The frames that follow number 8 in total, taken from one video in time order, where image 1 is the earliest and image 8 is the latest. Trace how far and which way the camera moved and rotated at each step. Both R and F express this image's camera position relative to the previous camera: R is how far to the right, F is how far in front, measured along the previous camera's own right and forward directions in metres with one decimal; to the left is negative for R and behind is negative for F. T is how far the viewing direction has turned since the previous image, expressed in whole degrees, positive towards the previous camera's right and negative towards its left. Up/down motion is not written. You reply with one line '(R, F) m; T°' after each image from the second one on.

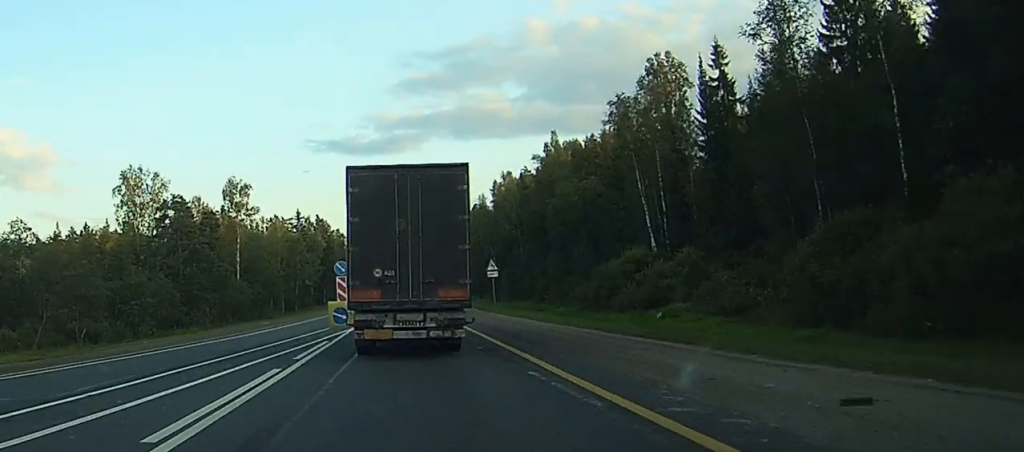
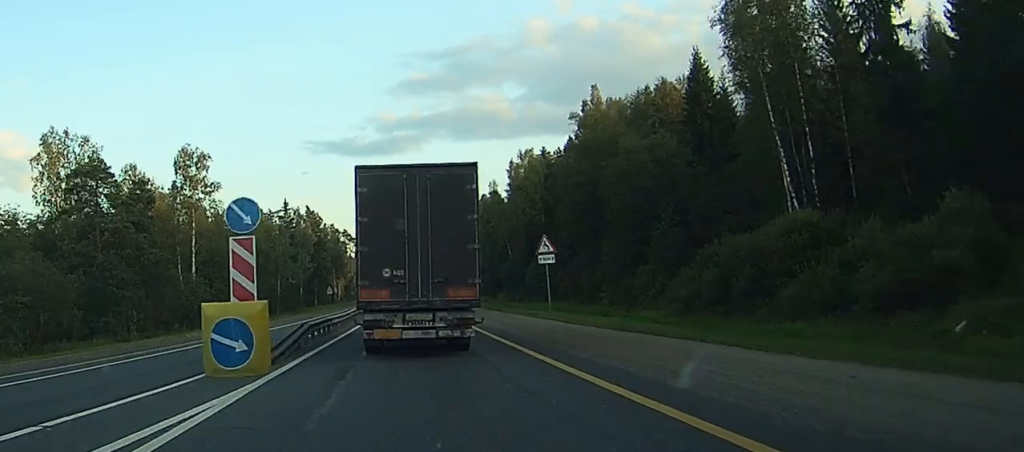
(0.0, +25.8) m; 0°
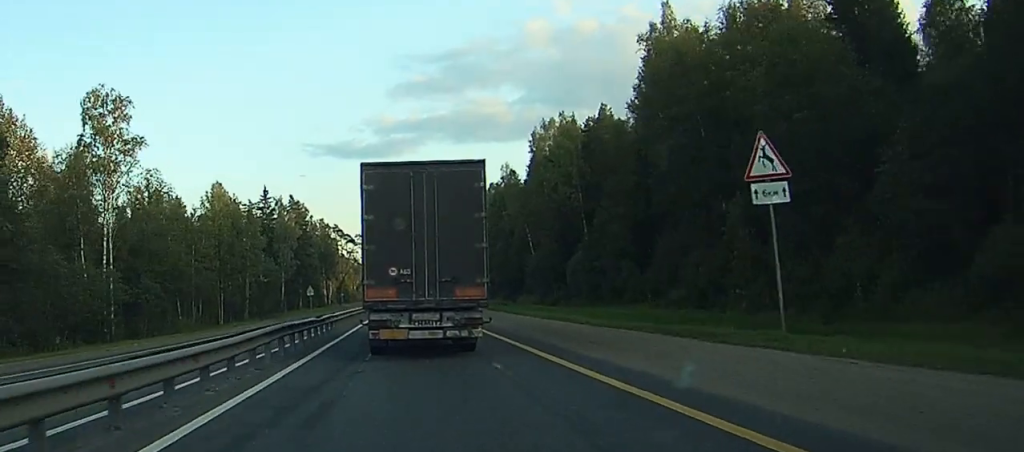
(+0.1, +23.8) m; 0°
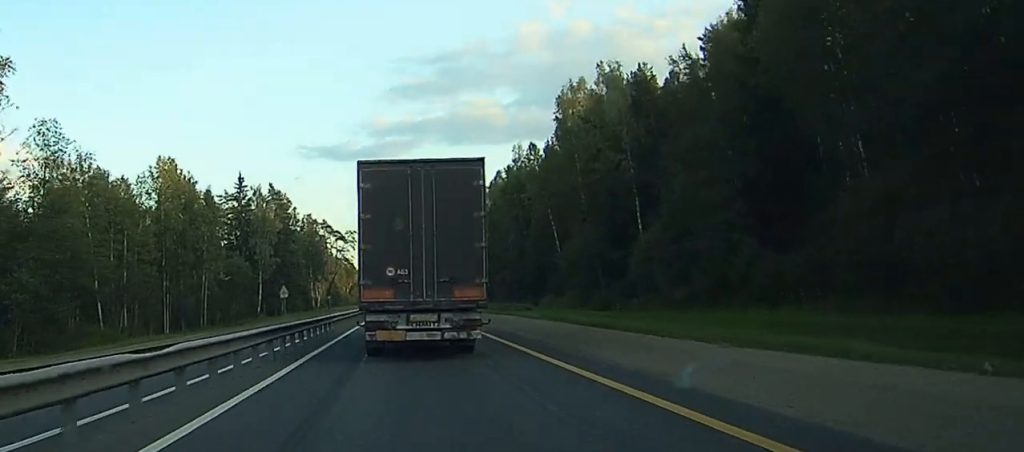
(0.0, +18.1) m; 0°
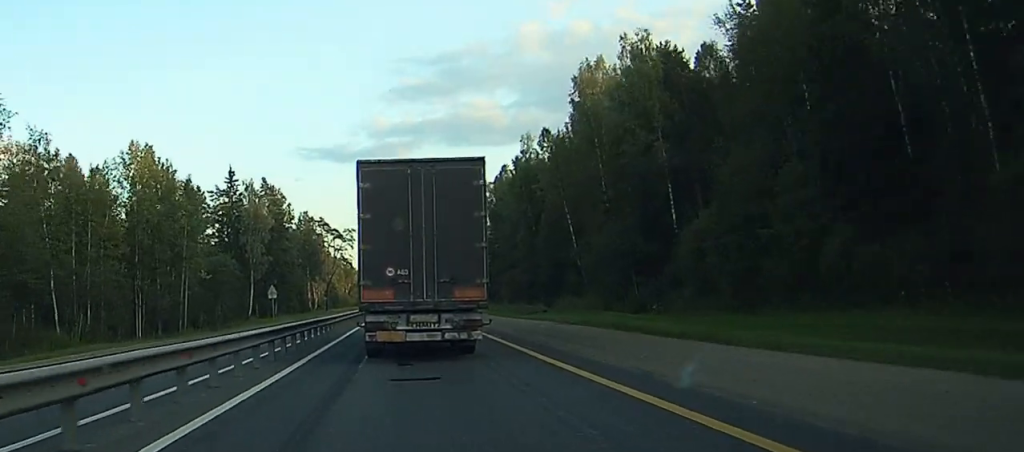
(0.0, +7.3) m; 0°
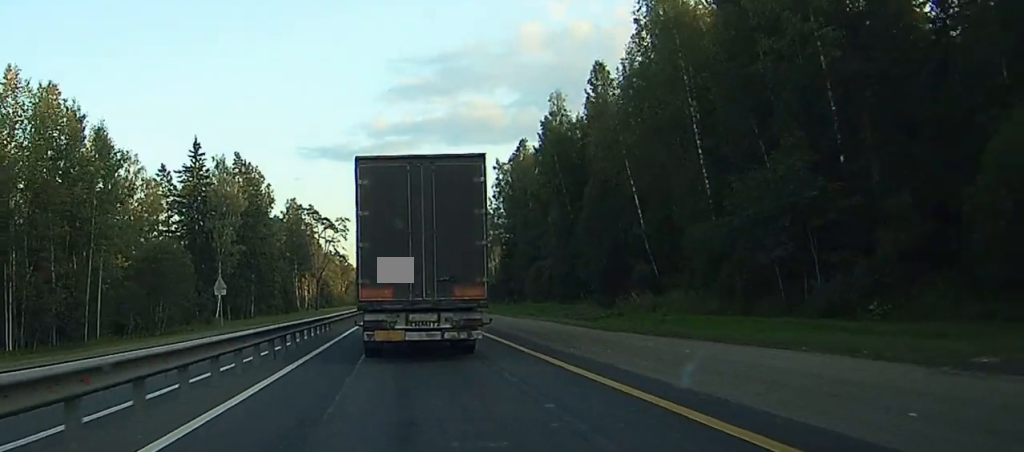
(+0.1, +24.0) m; 0°
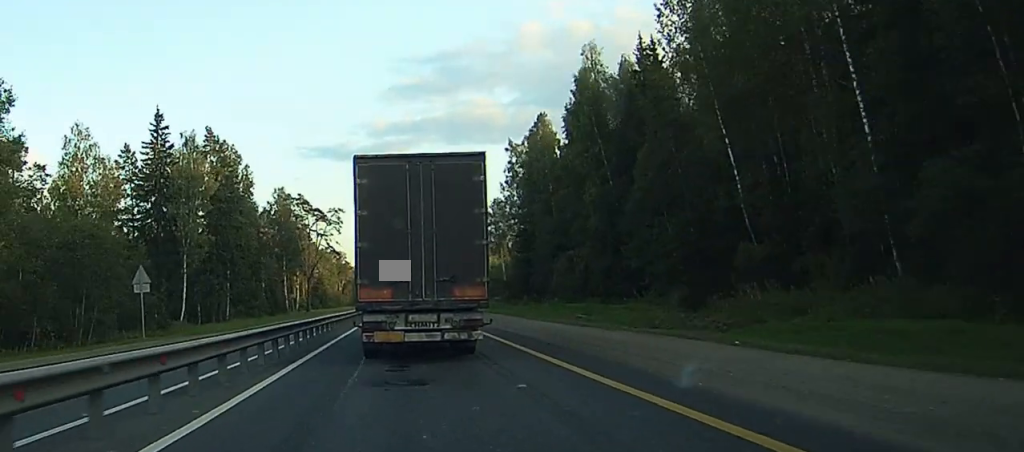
(+0.1, +22.2) m; +1°
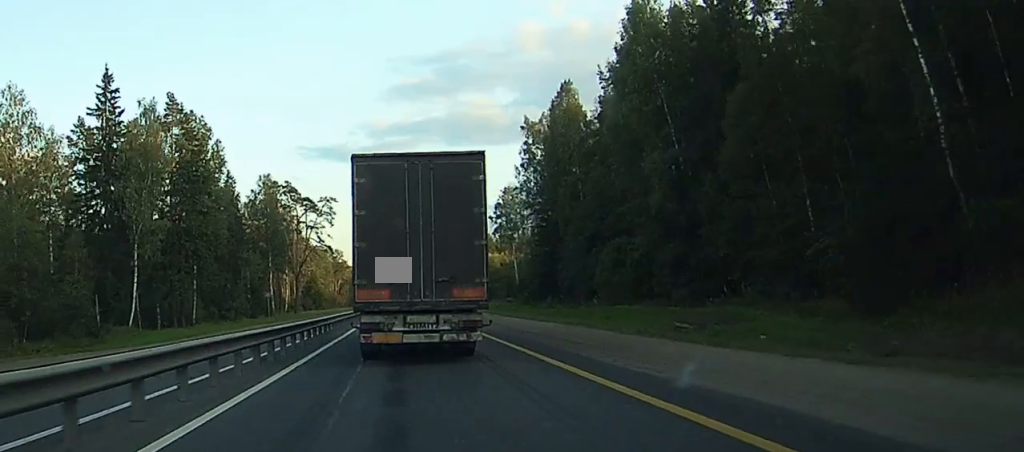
(+0.2, +24.2) m; -1°
